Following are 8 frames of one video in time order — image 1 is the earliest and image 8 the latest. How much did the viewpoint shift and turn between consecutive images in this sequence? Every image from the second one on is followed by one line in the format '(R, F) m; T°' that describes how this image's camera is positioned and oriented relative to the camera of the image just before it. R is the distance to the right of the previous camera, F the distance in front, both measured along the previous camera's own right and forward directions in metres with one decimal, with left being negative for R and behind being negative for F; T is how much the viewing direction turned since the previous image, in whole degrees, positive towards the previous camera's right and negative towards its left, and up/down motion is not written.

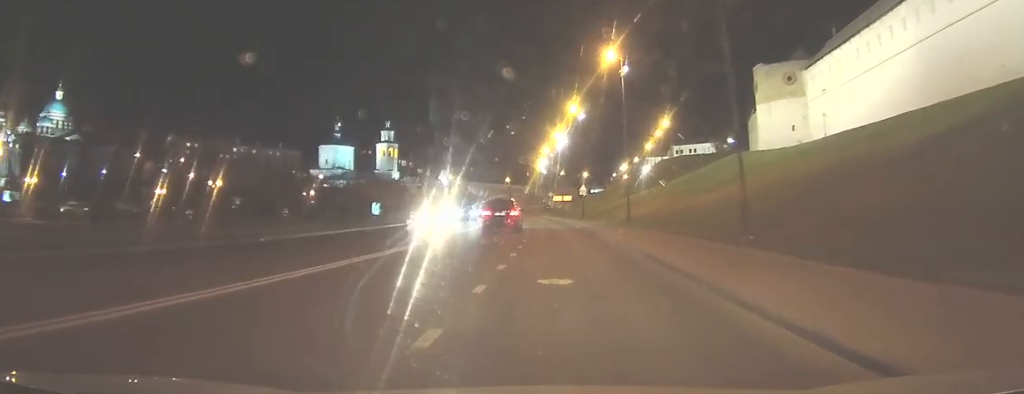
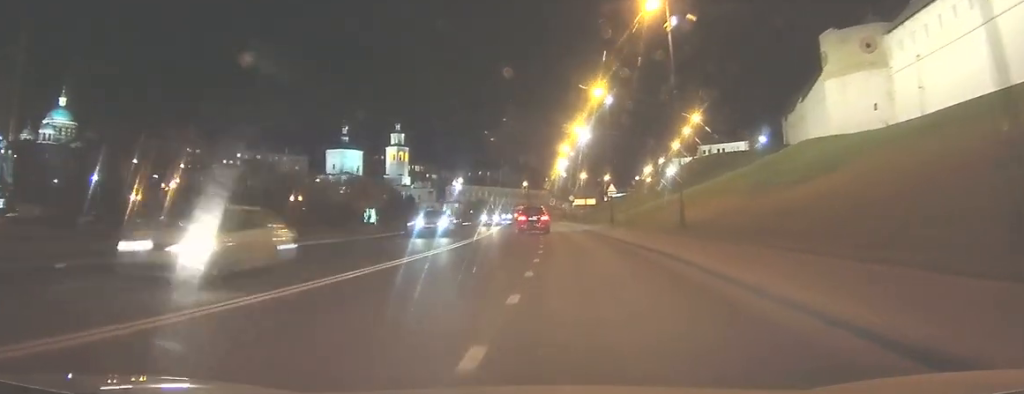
(+0.1, +13.7) m; -1°
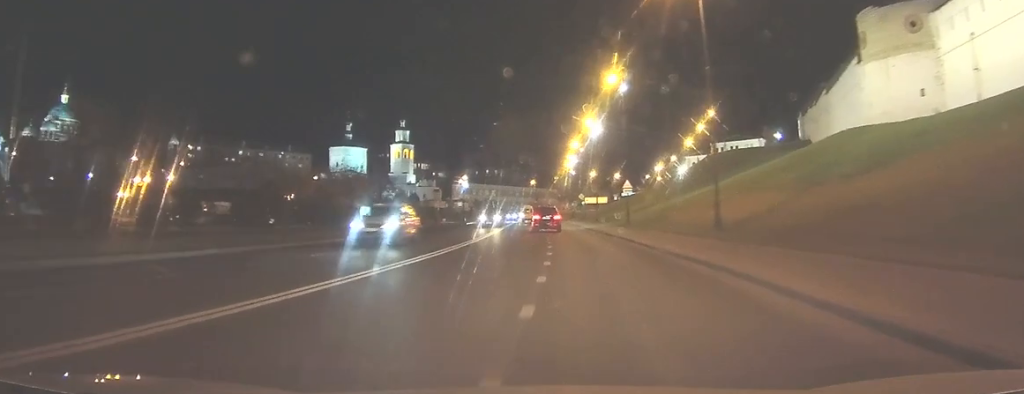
(-0.1, +5.7) m; -1°
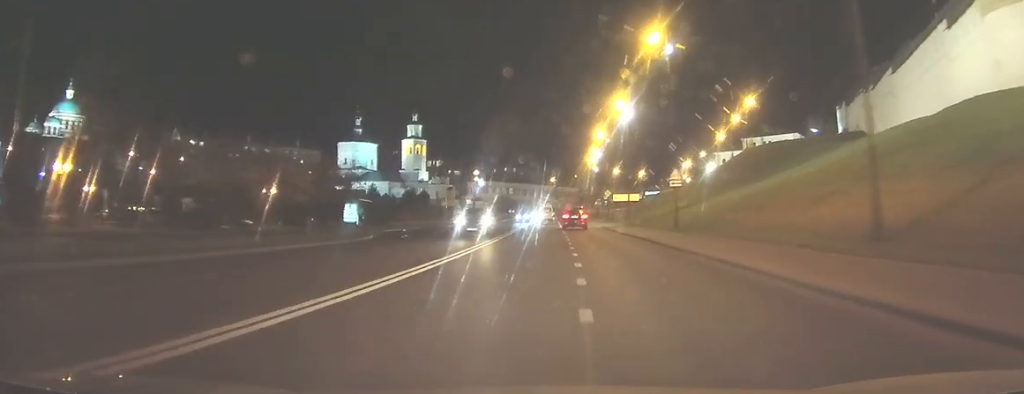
(-0.3, +12.7) m; -2°
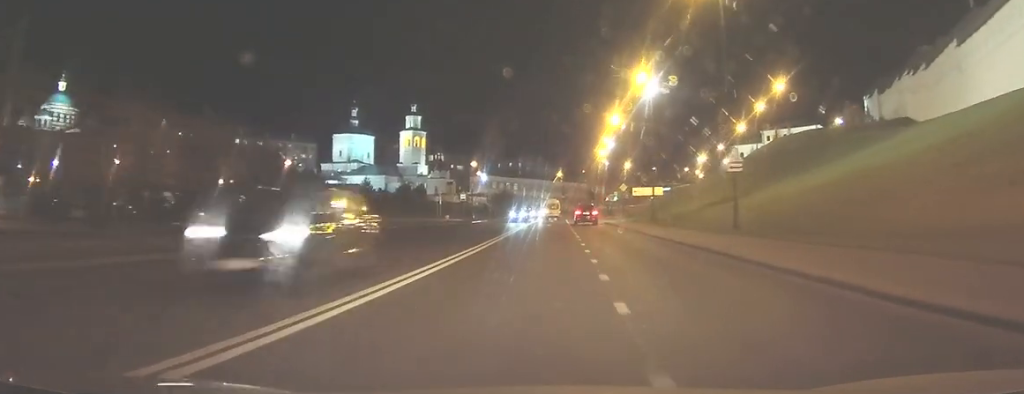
(-0.2, +11.7) m; -2°
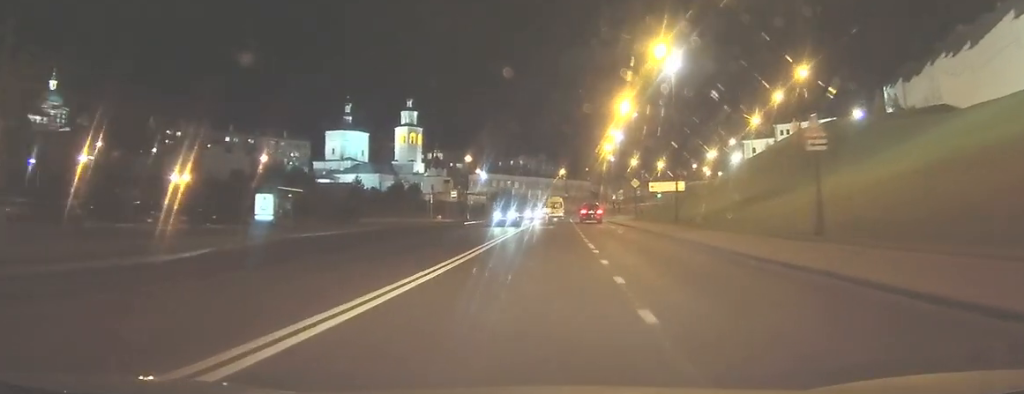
(-0.1, +8.8) m; -1°
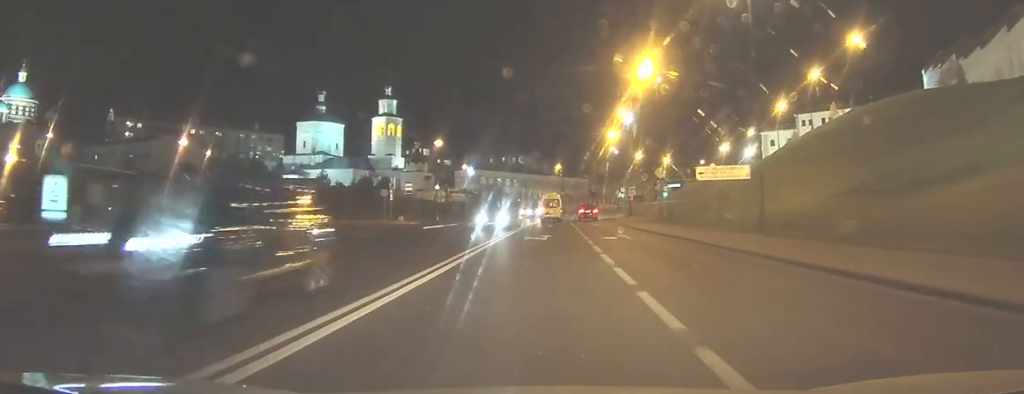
(-0.3, +18.7) m; 0°
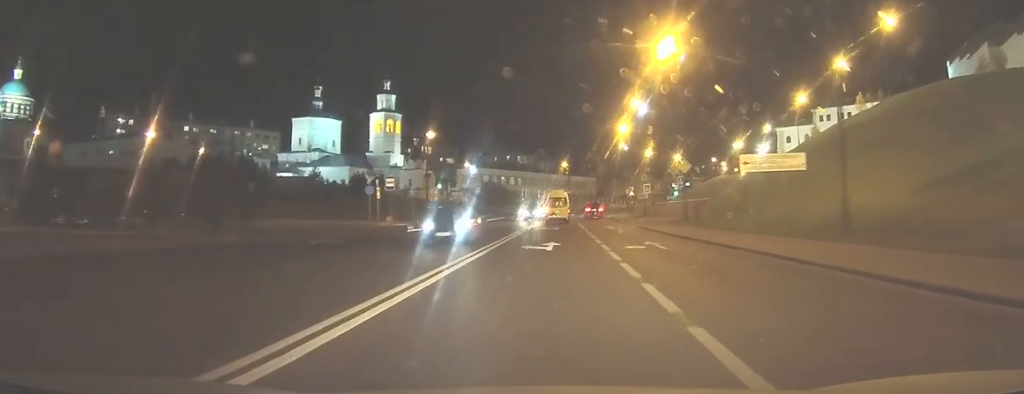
(0.0, +7.0) m; 0°
